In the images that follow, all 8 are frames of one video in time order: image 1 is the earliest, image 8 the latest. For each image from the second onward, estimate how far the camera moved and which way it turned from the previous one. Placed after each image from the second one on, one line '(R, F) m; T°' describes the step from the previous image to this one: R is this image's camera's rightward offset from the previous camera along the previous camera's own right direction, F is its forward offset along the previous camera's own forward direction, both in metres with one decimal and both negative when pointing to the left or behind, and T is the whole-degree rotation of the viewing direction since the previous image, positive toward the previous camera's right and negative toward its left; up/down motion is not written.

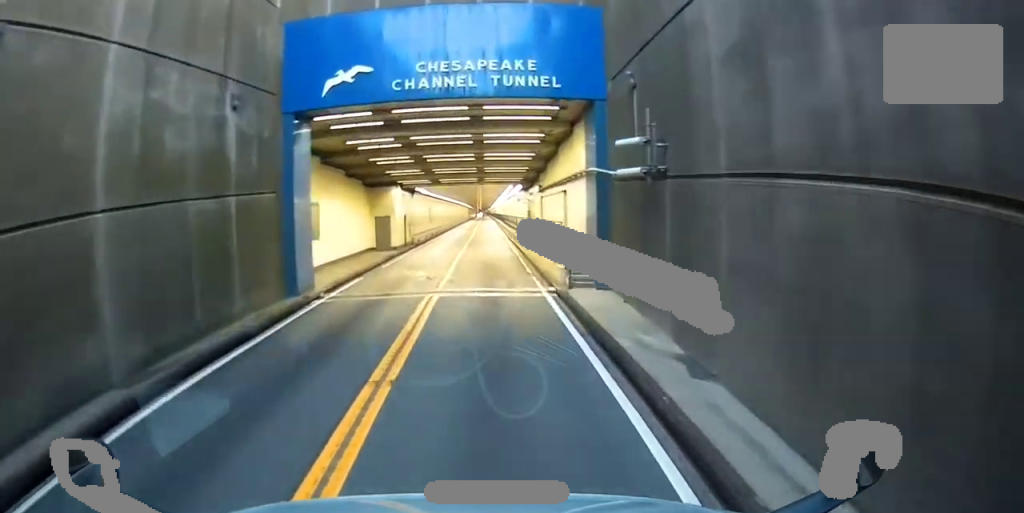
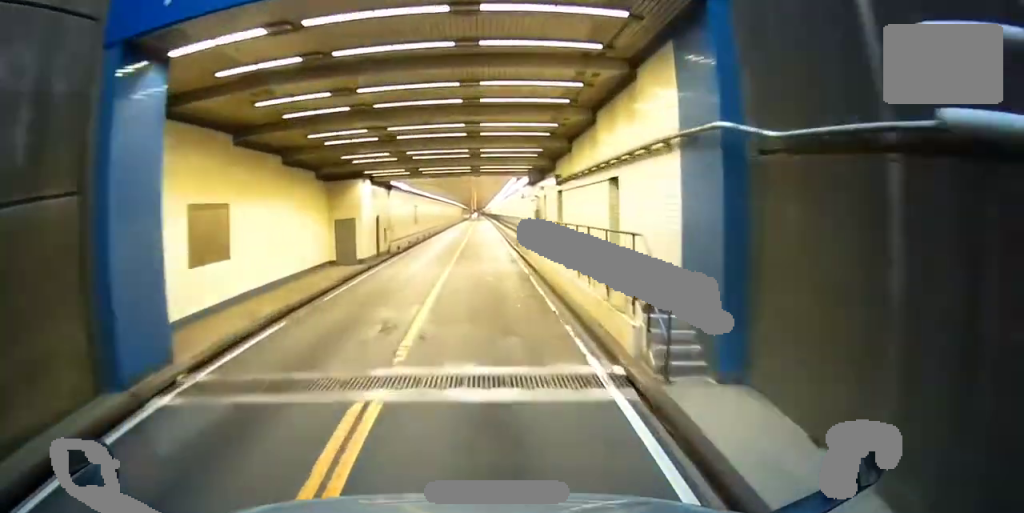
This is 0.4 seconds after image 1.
(0.0, +8.9) m; 0°
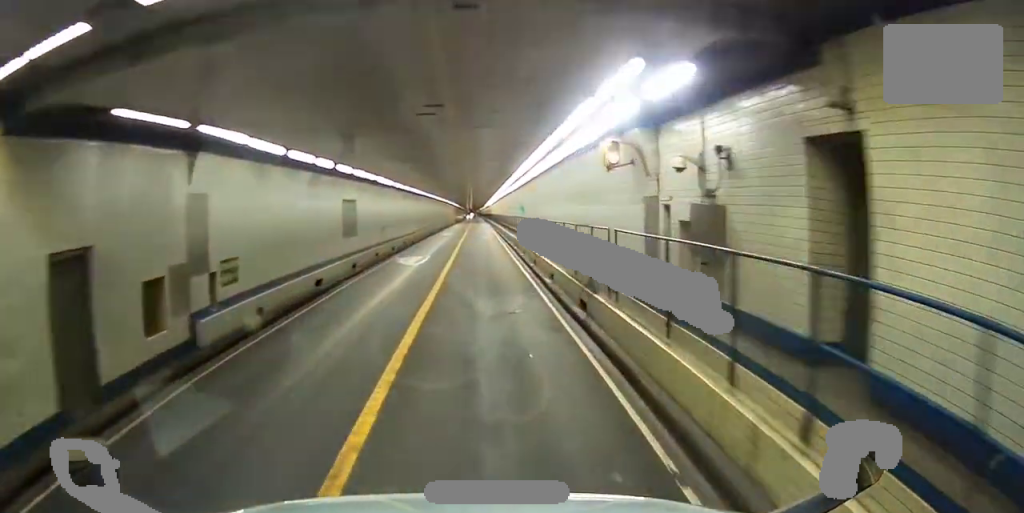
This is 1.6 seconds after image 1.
(-0.2, +24.3) m; 0°
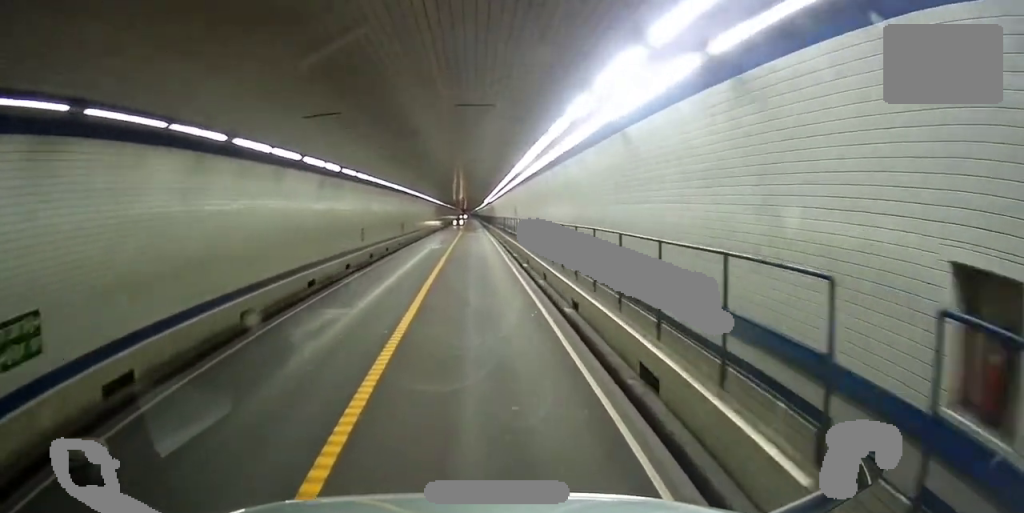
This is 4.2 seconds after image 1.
(-0.7, +50.4) m; -2°
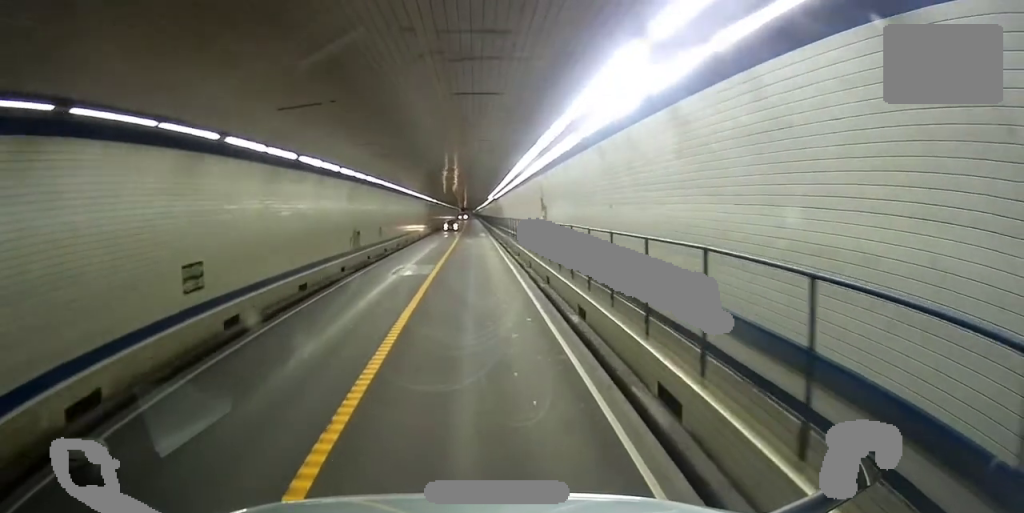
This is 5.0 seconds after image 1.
(-0.2, +17.5) m; -1°
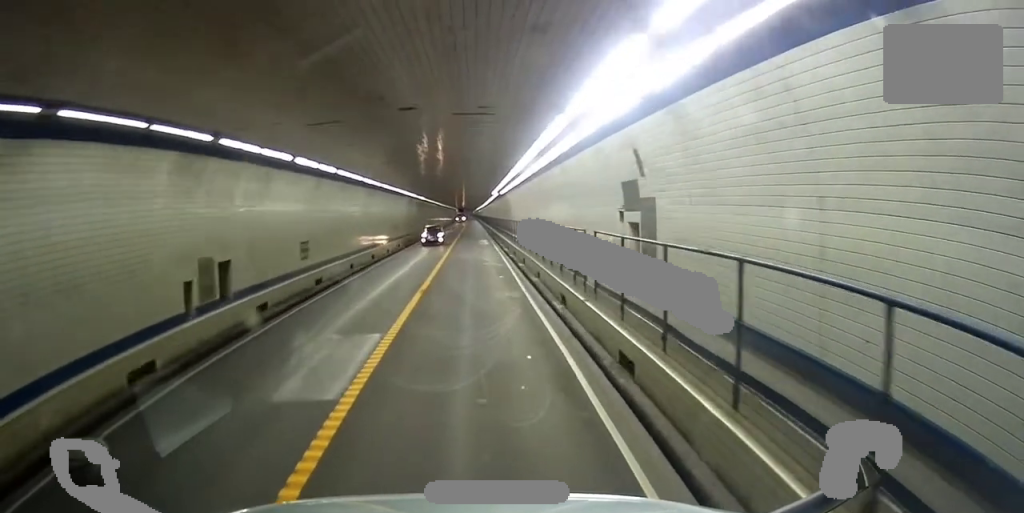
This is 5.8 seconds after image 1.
(-0.2, +15.1) m; 0°
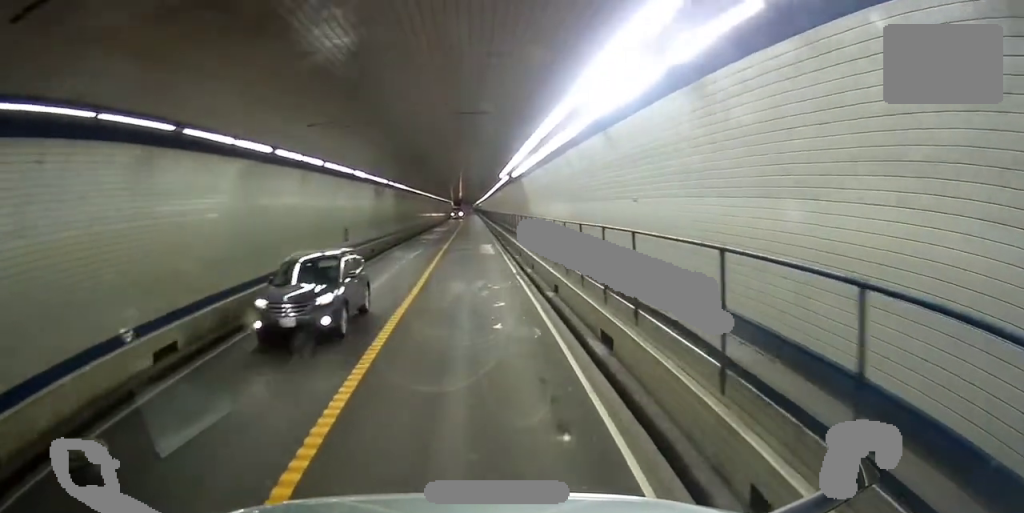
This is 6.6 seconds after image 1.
(+0.2, +16.0) m; +1°
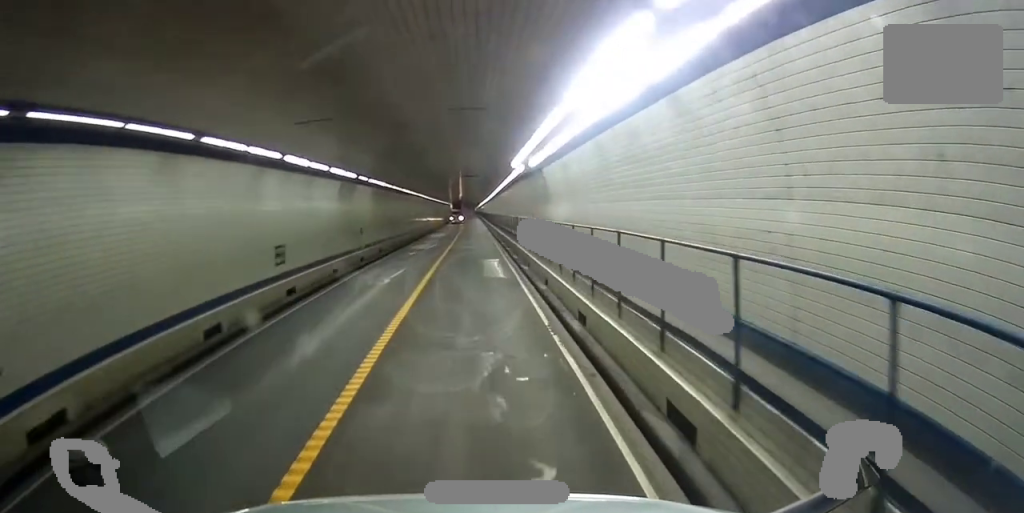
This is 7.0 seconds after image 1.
(+0.2, +8.8) m; 0°
